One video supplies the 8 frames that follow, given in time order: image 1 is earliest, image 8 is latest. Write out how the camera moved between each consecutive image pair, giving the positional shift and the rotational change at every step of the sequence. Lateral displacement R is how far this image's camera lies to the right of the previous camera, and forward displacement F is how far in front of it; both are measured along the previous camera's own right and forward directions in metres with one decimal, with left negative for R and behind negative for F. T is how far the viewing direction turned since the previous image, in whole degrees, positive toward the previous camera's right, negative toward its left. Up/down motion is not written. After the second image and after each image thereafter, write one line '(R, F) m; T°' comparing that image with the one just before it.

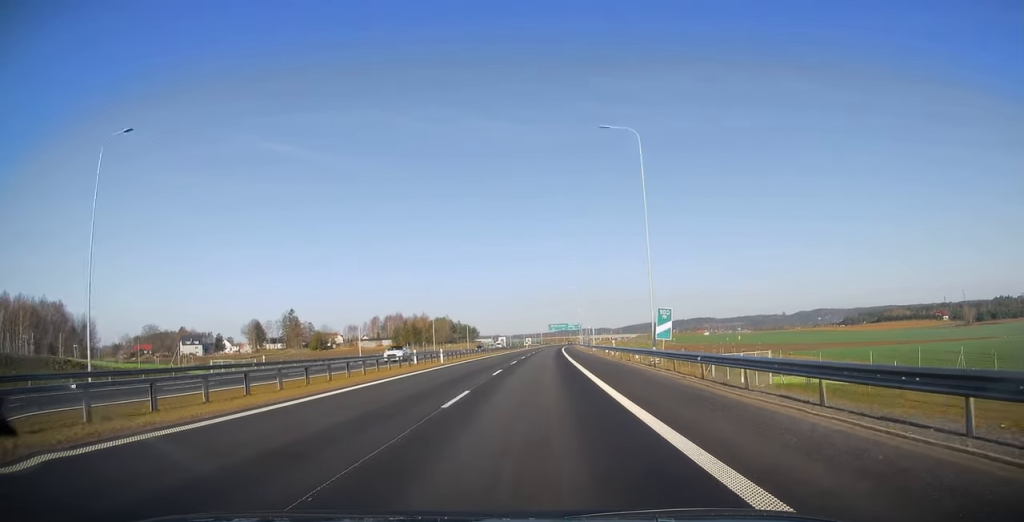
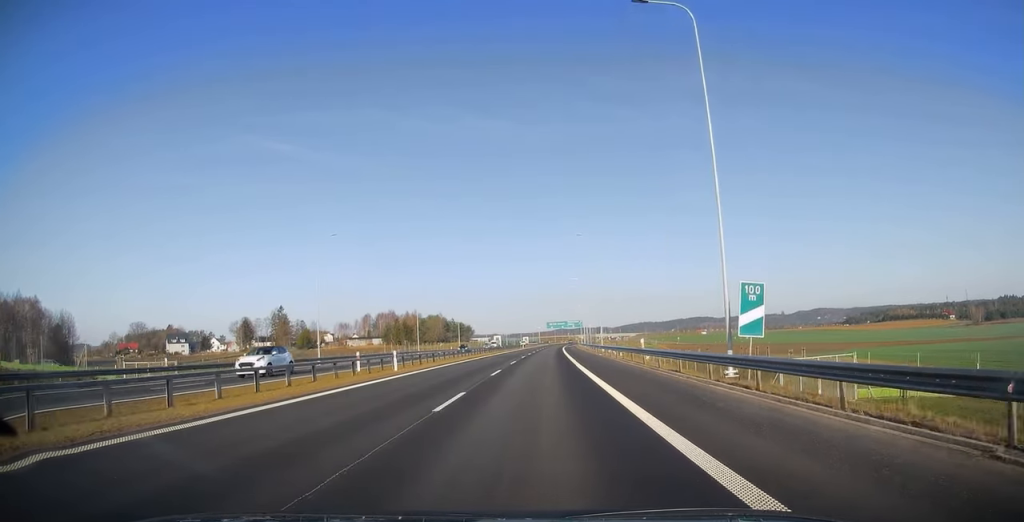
(+0.1, +12.7) m; 0°
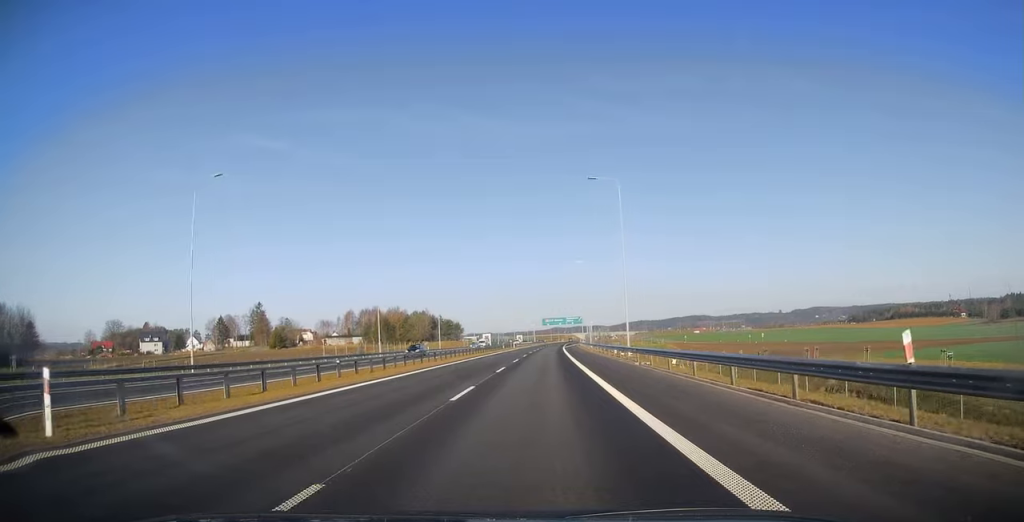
(0.0, +22.0) m; +1°
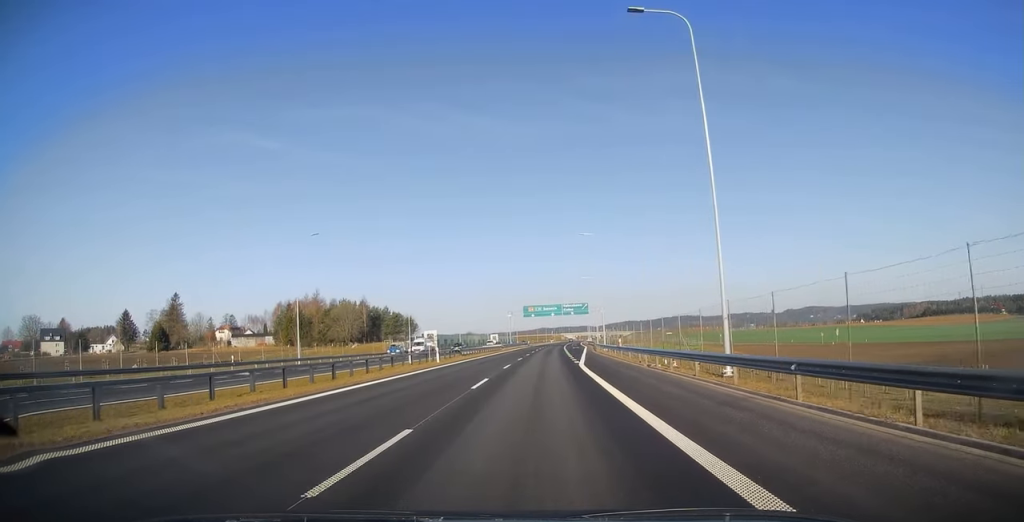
(+1.0, +68.0) m; +1°
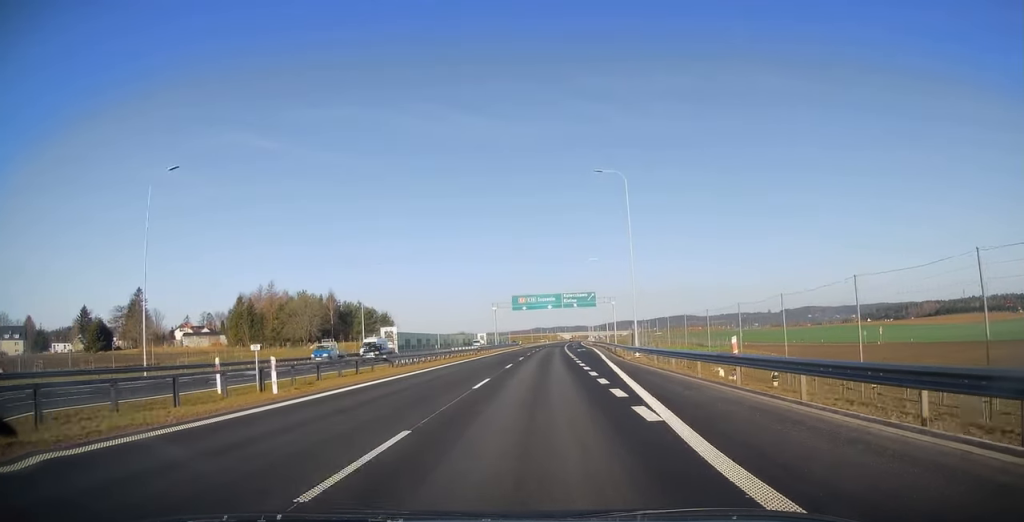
(0.0, +24.0) m; +1°
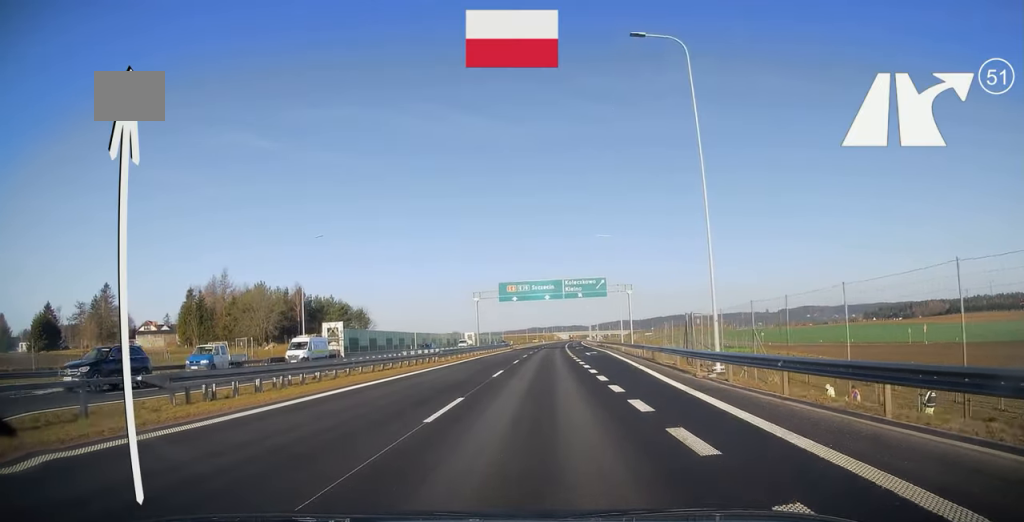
(+0.2, +18.9) m; +1°
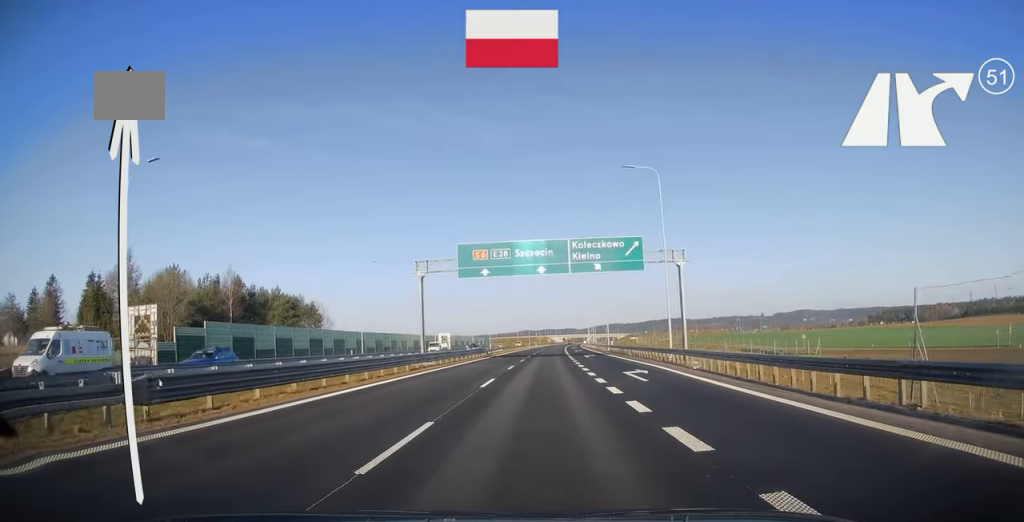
(+0.2, +27.6) m; 0°
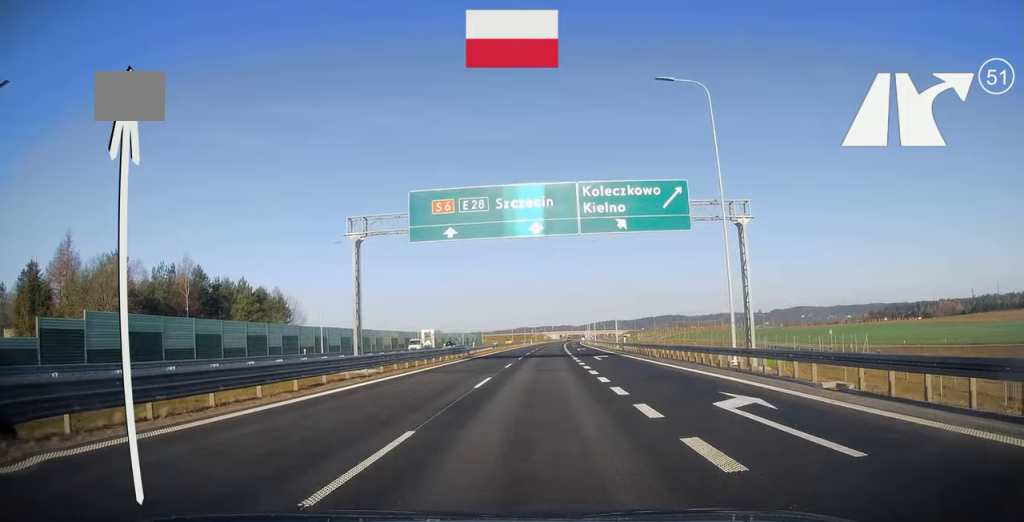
(0.0, +13.3) m; 0°
